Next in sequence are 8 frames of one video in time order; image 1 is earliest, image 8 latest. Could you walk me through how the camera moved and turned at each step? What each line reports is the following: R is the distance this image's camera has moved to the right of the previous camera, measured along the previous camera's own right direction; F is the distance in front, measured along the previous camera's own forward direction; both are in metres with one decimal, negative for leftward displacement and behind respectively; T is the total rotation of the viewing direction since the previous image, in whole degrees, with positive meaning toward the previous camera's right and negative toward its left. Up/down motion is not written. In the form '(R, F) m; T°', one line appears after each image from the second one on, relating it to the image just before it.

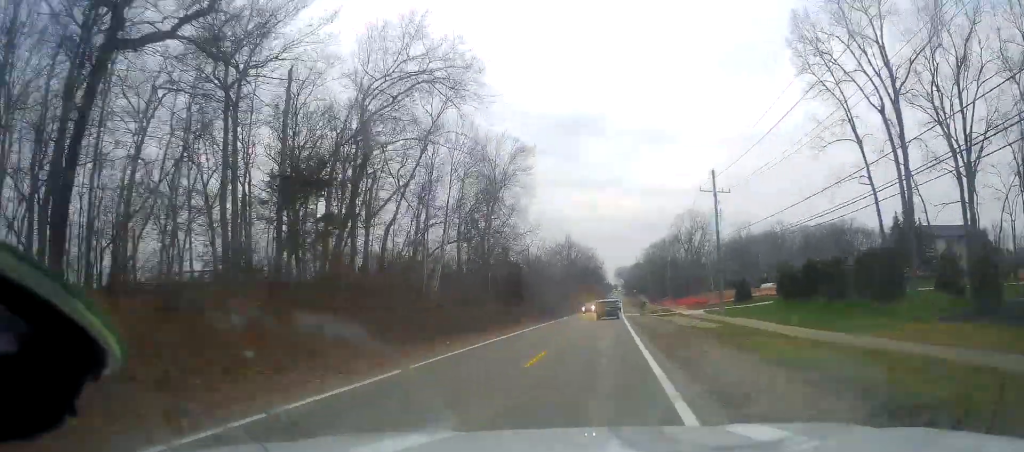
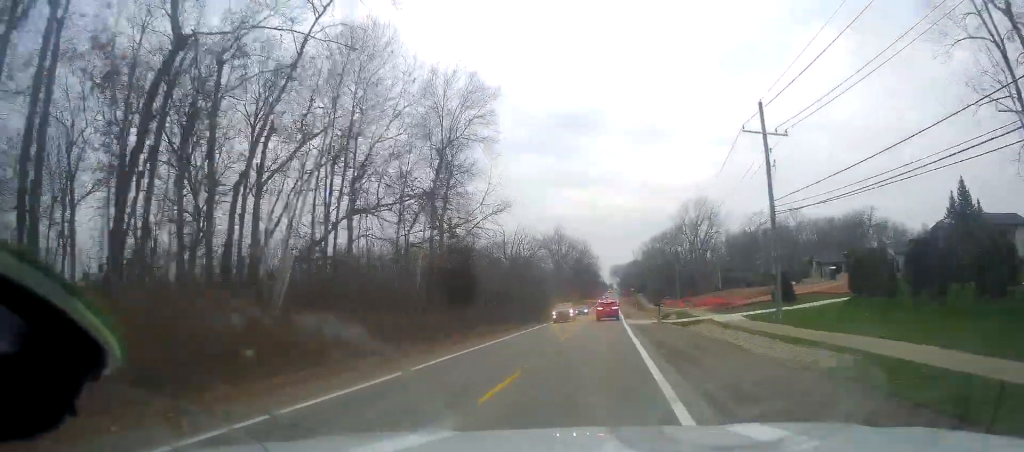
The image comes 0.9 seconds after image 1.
(+0.2, +20.2) m; +2°
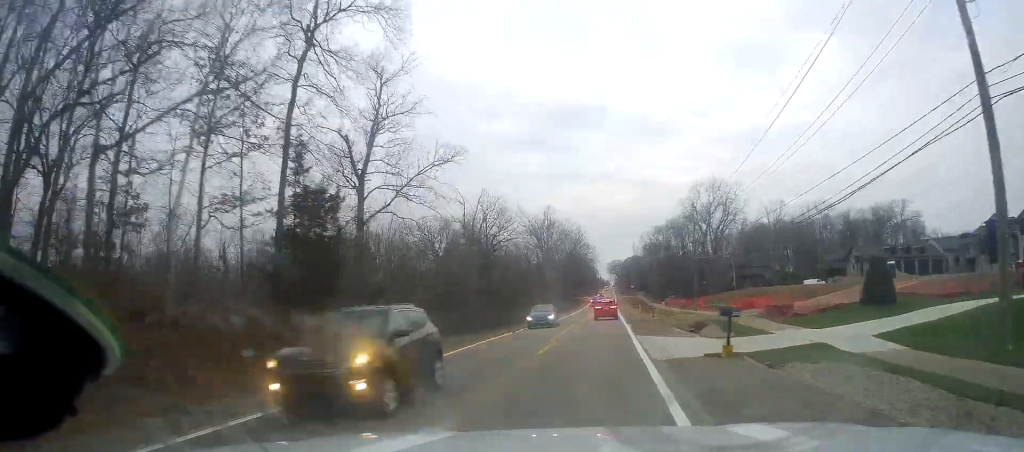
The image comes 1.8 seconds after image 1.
(+0.6, +22.5) m; +2°
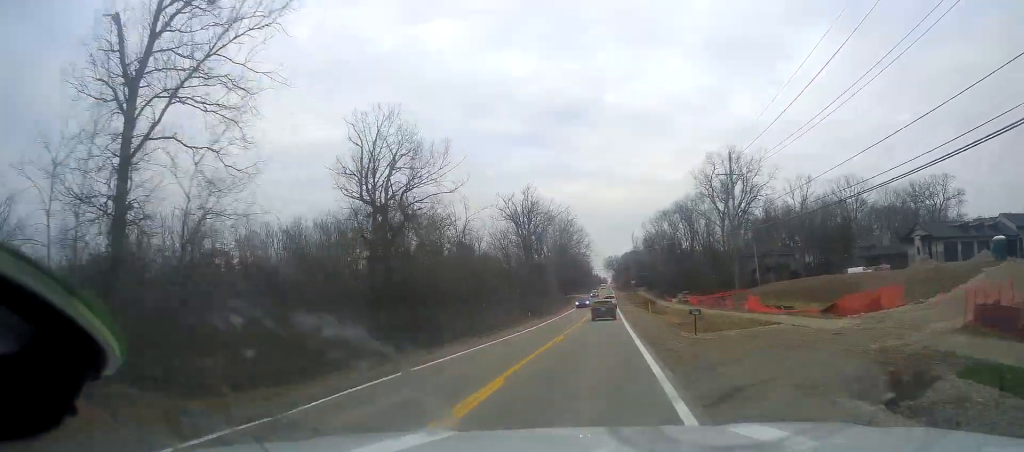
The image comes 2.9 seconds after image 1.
(0.0, +25.4) m; -1°
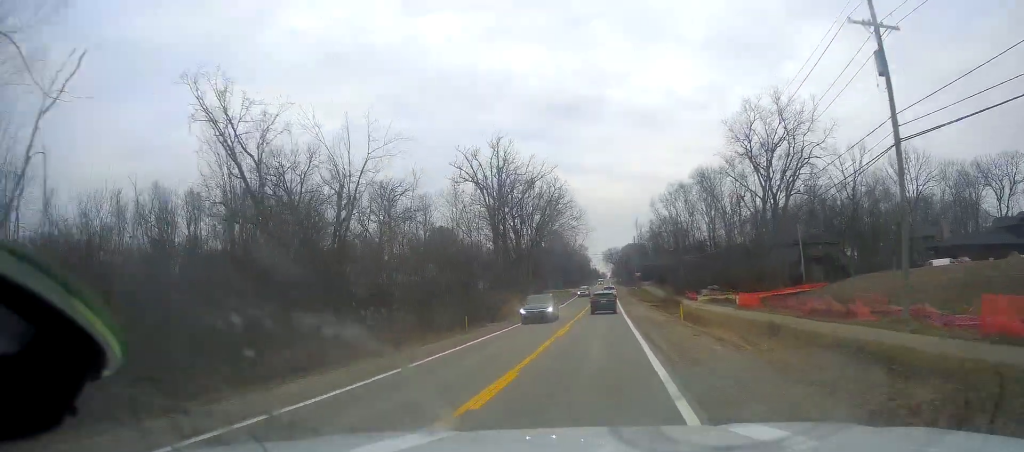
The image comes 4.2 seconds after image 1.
(-0.6, +29.2) m; -2°
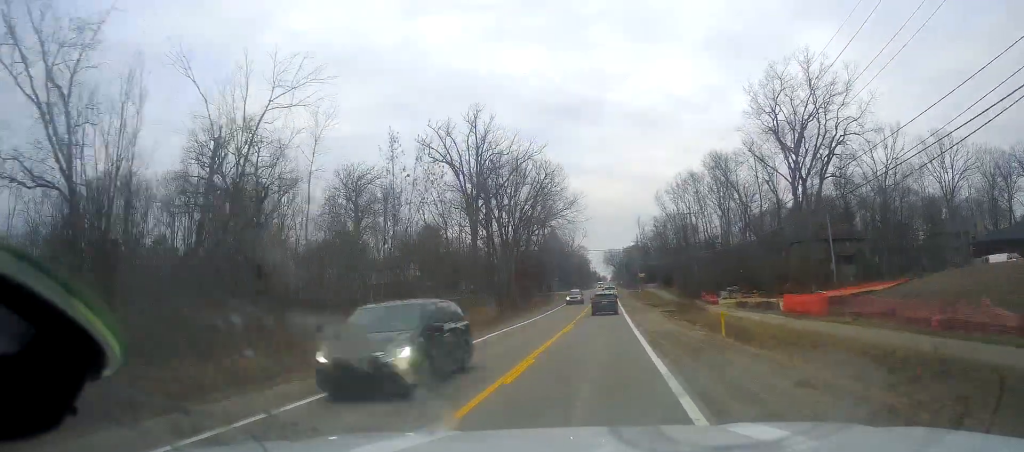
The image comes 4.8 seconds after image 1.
(0.0, +13.0) m; +1°
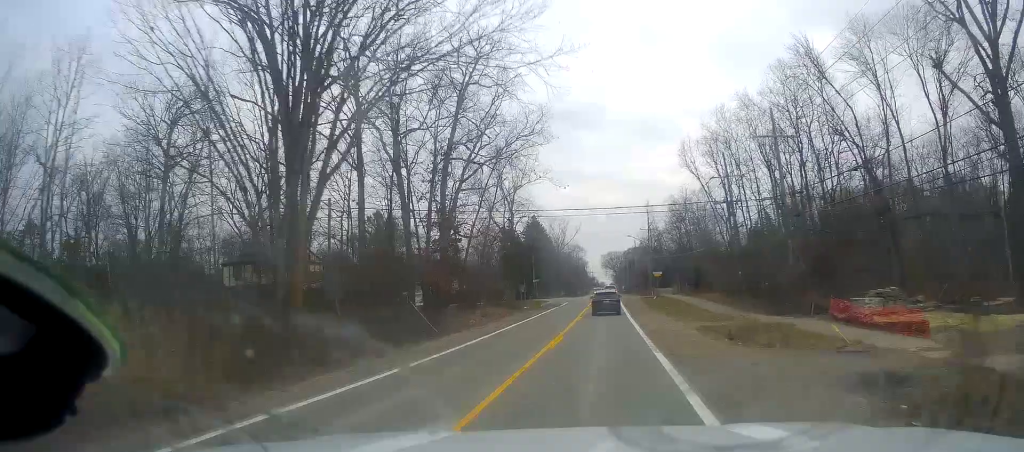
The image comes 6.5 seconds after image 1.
(+1.0, +38.8) m; +1°
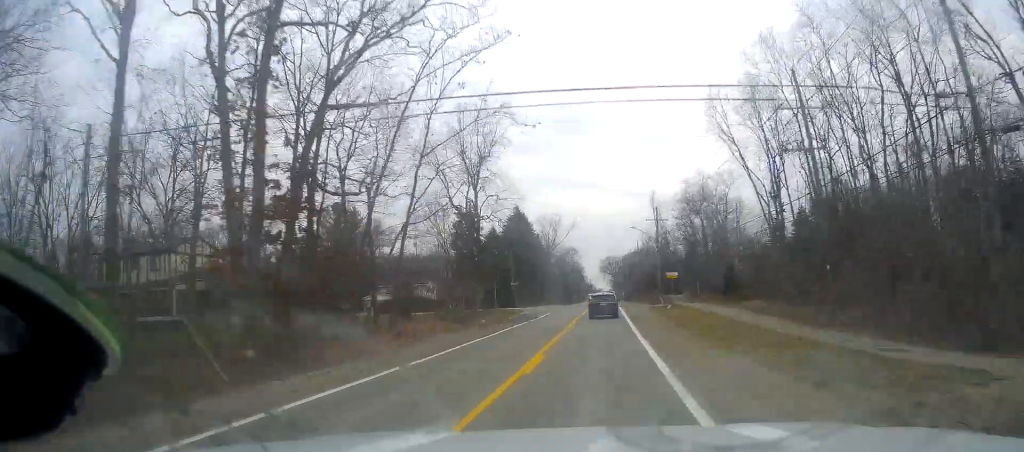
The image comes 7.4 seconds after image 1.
(-0.3, +20.5) m; -1°
